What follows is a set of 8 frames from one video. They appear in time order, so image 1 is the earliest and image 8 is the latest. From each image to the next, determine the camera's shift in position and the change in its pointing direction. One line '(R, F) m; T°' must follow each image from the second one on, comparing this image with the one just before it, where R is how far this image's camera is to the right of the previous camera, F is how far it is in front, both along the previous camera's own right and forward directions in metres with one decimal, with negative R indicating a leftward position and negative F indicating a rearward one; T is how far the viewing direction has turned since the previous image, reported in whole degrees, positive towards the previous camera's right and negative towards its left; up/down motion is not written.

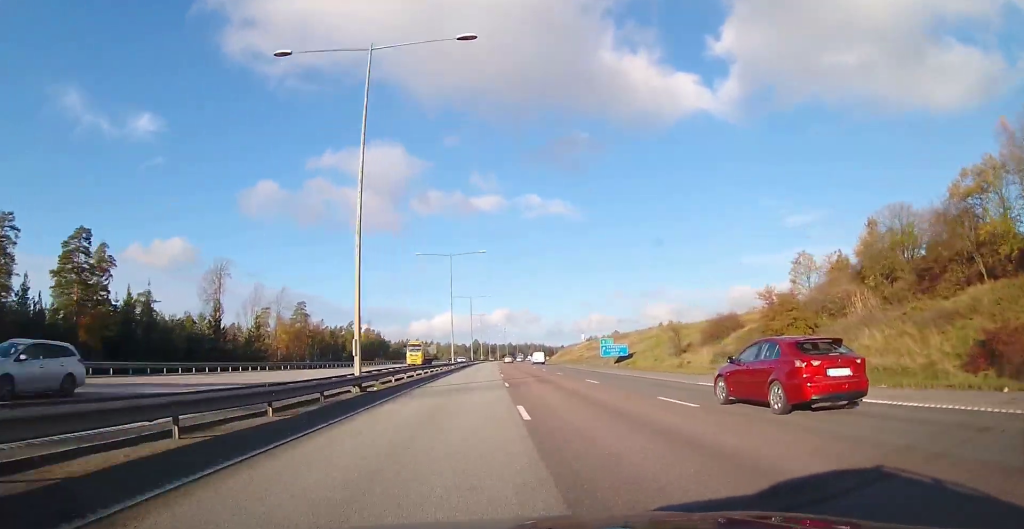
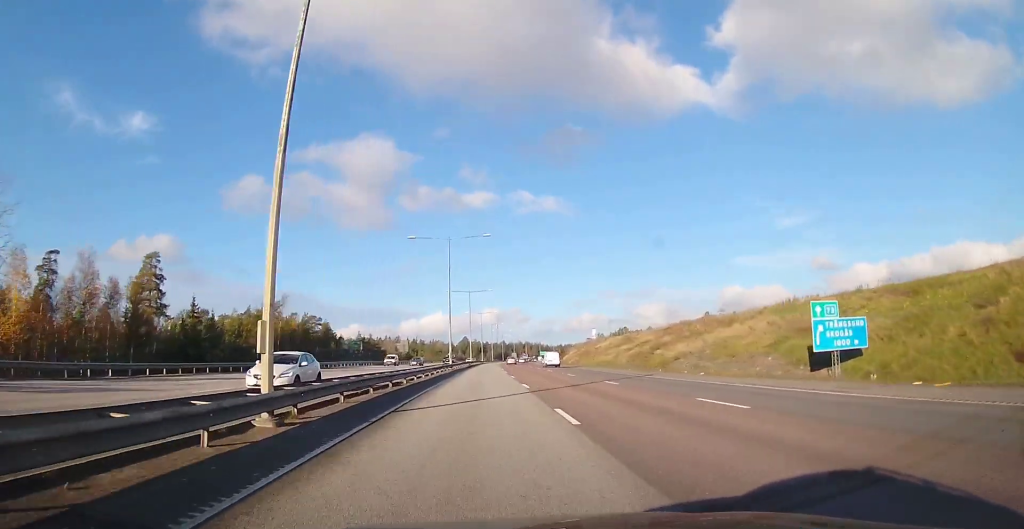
(-0.2, +62.0) m; -1°
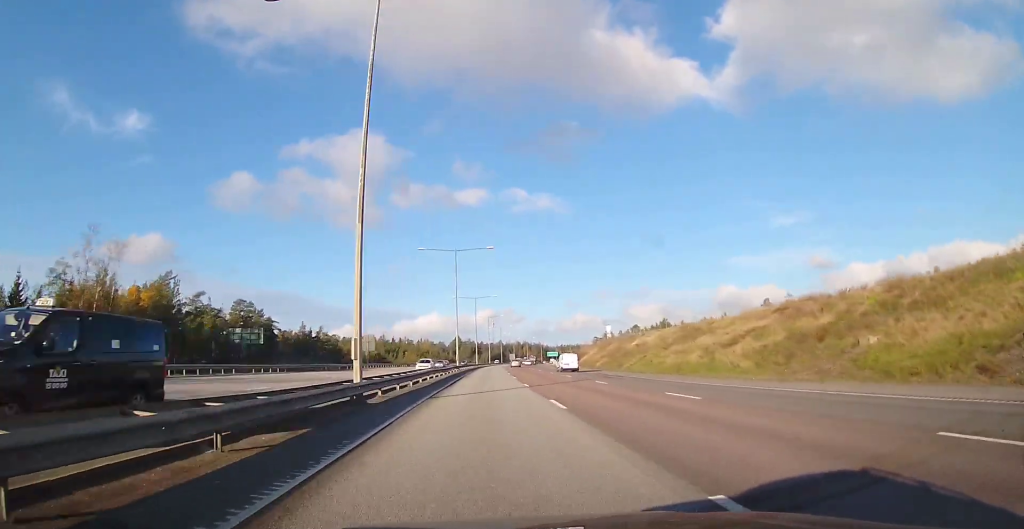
(-0.3, +45.0) m; +1°
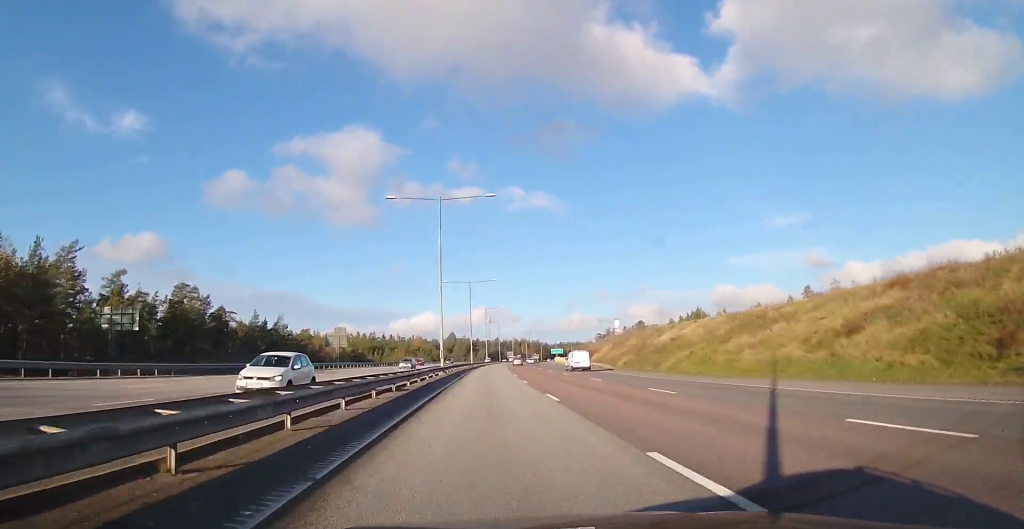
(+0.3, +21.8) m; +1°
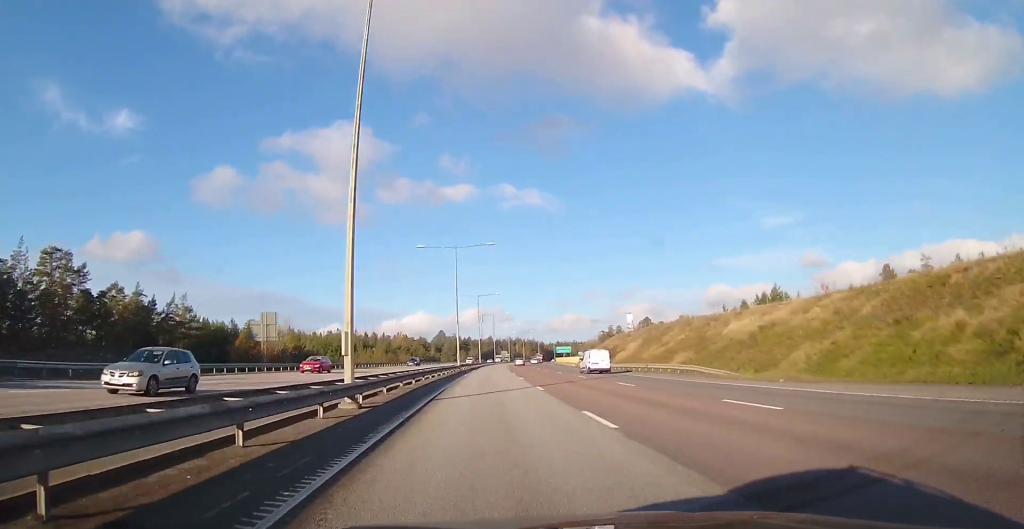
(+0.5, +30.5) m; +1°
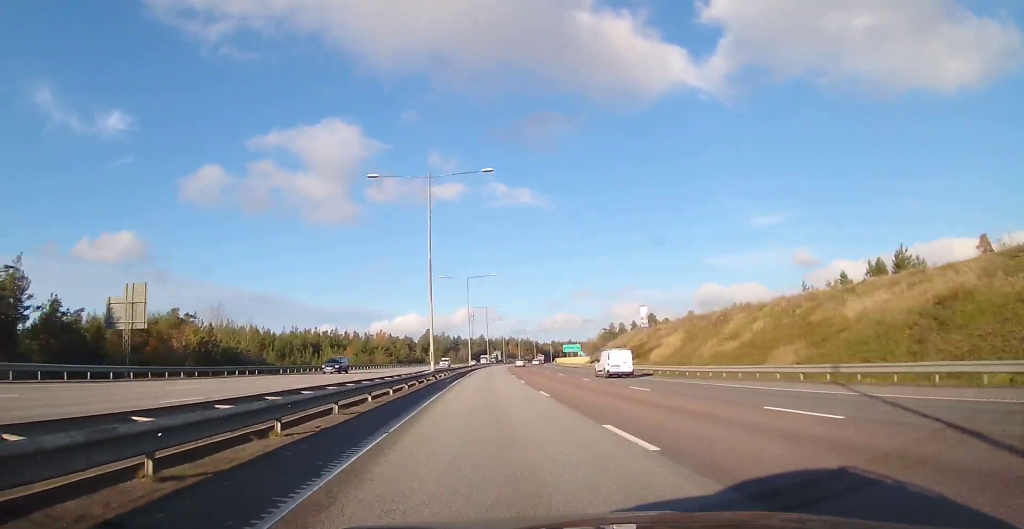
(+0.2, +26.1) m; +1°
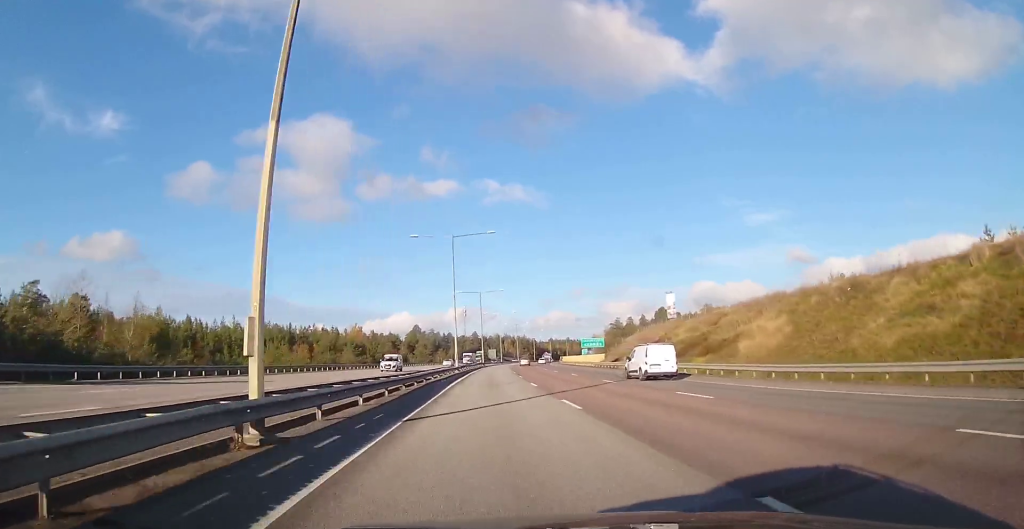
(+0.1, +29.6) m; +1°
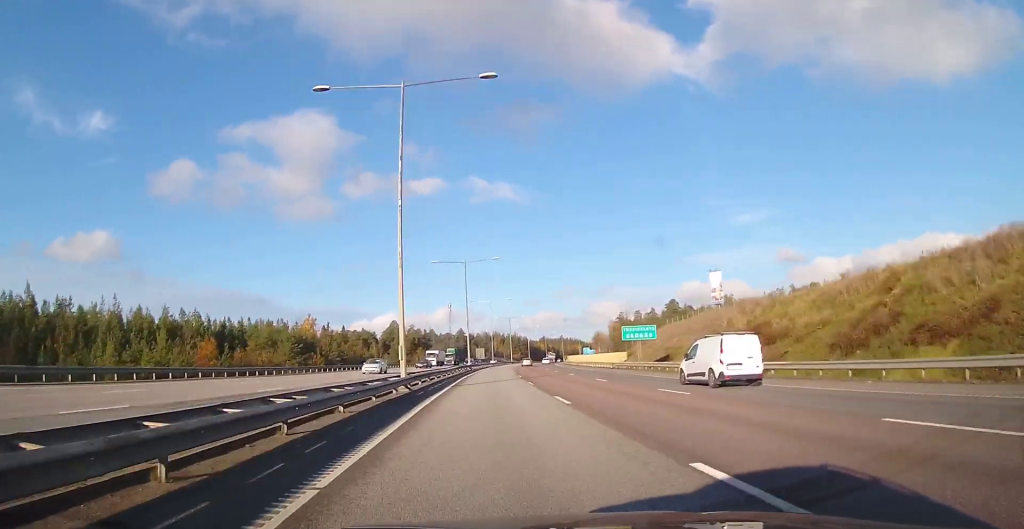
(+0.4, +34.5) m; +1°
